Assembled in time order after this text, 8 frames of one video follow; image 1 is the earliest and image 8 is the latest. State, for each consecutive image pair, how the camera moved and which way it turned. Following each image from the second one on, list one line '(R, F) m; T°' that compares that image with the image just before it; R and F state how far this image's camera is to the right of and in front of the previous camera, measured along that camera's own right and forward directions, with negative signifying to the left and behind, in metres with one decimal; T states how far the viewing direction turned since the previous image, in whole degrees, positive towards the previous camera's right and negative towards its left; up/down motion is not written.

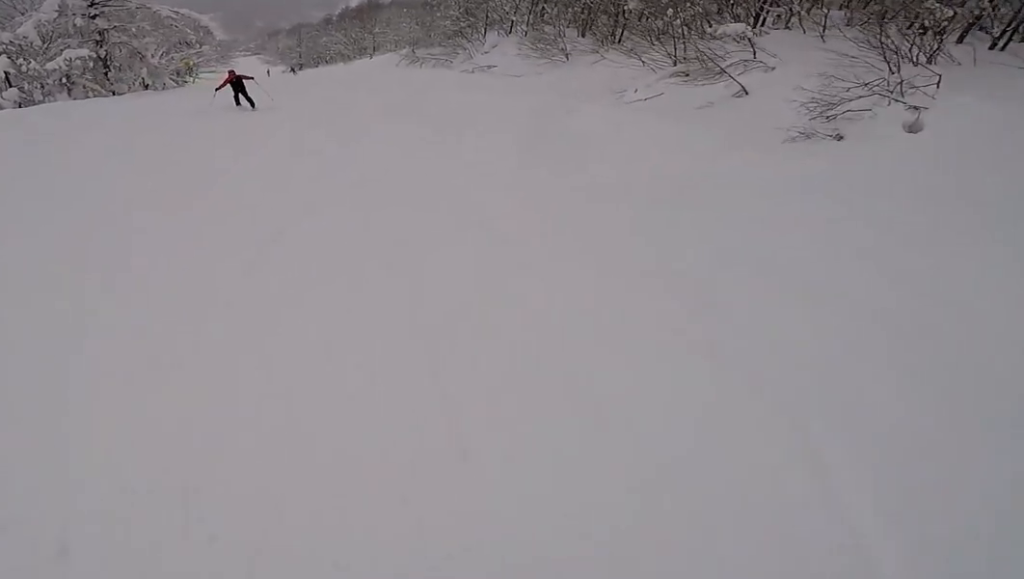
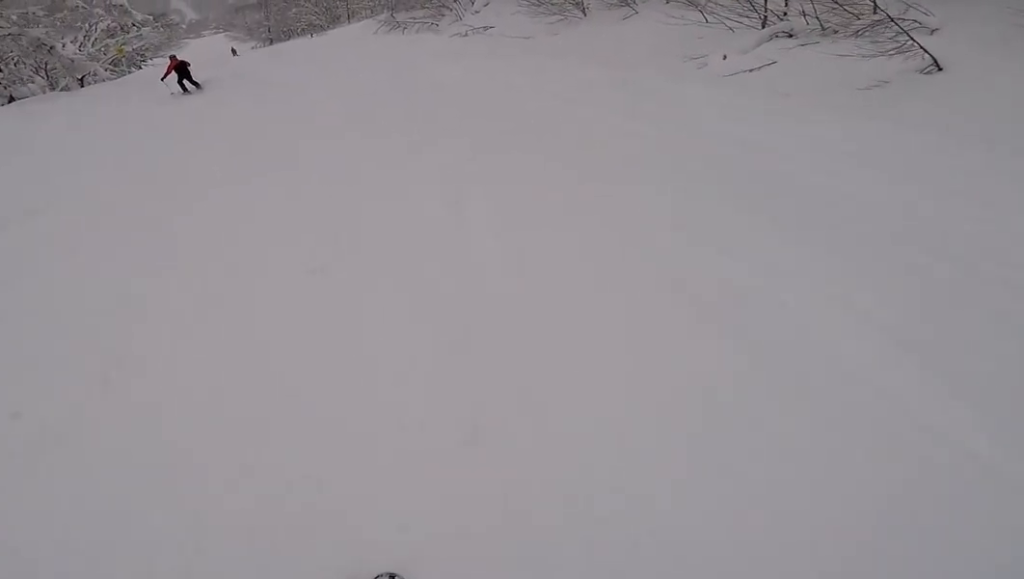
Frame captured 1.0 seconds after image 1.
(+0.1, +6.9) m; +5°
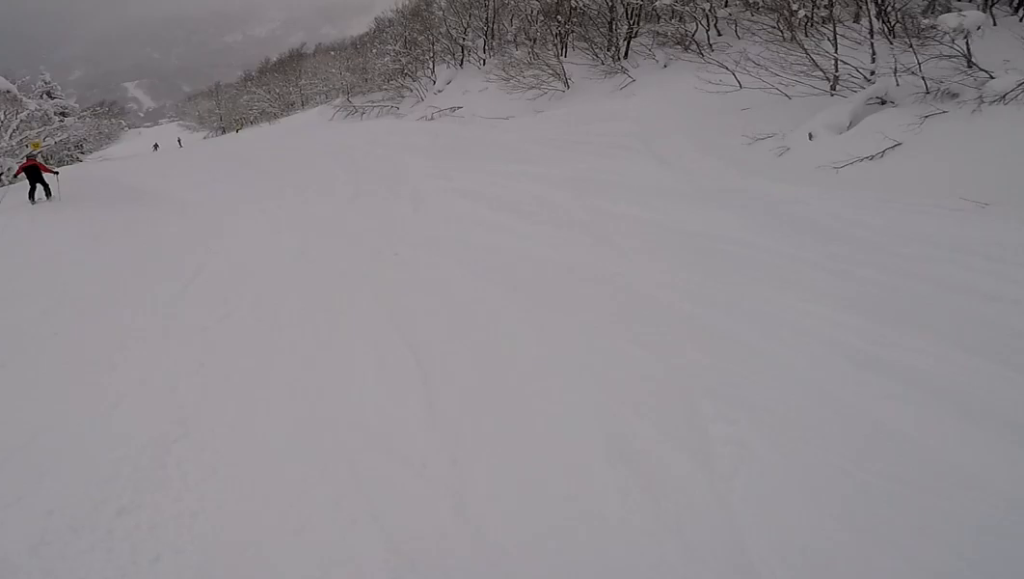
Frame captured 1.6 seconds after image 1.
(+0.1, +5.3) m; +5°
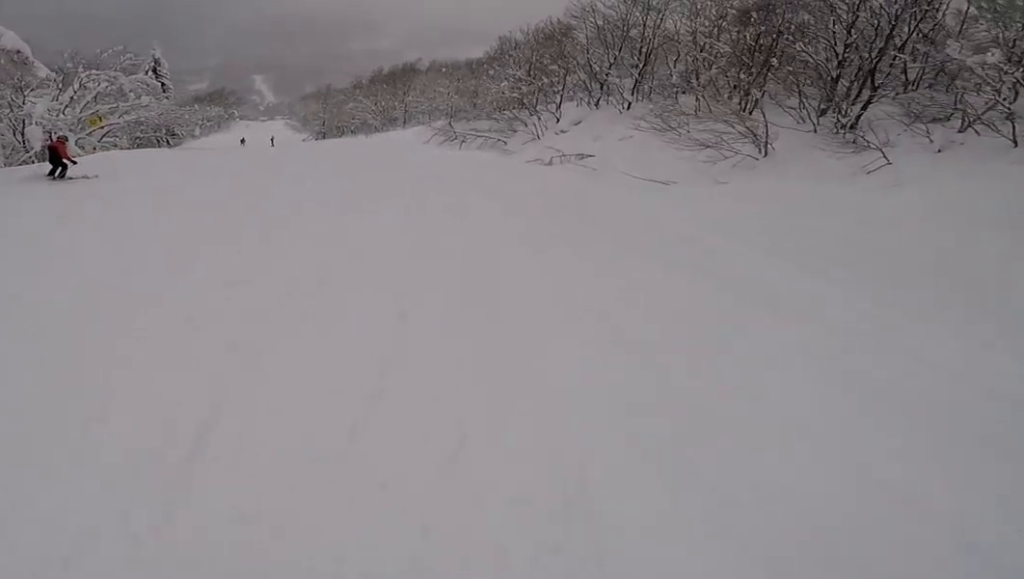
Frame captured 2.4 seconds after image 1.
(+0.5, +6.2) m; -4°
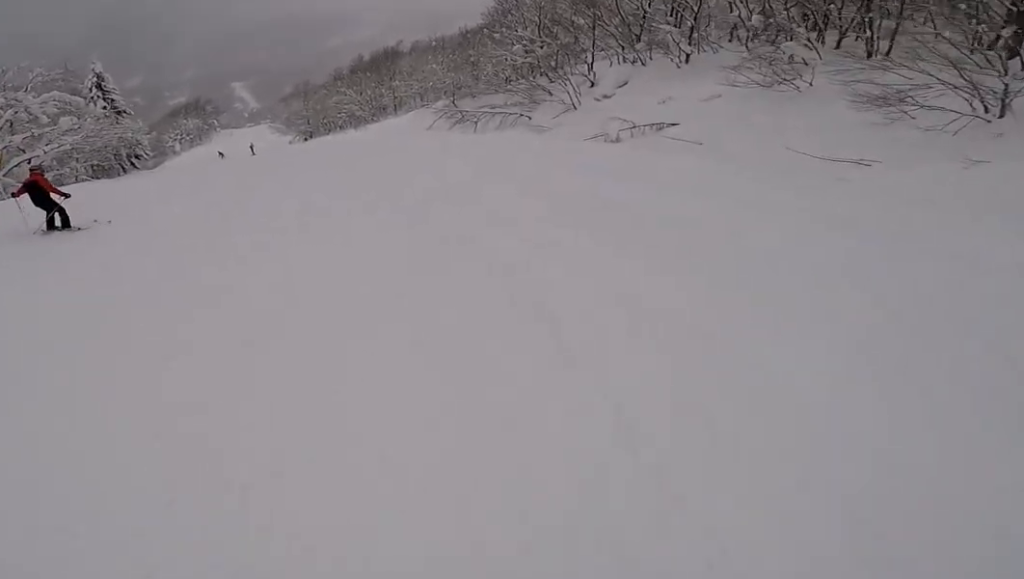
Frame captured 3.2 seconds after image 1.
(-0.5, +6.7) m; -7°
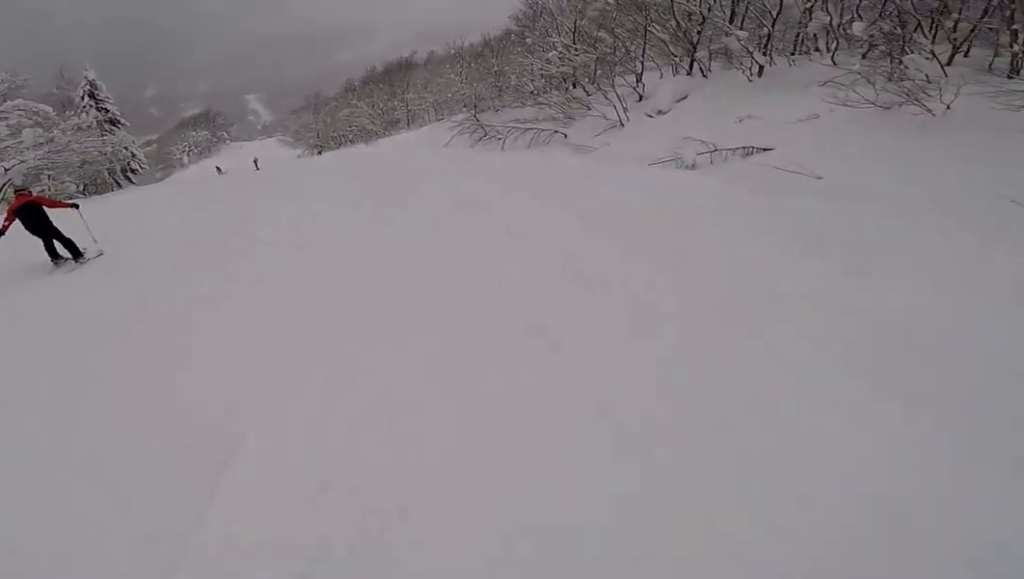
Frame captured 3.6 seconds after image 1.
(-0.6, +3.6) m; -4°
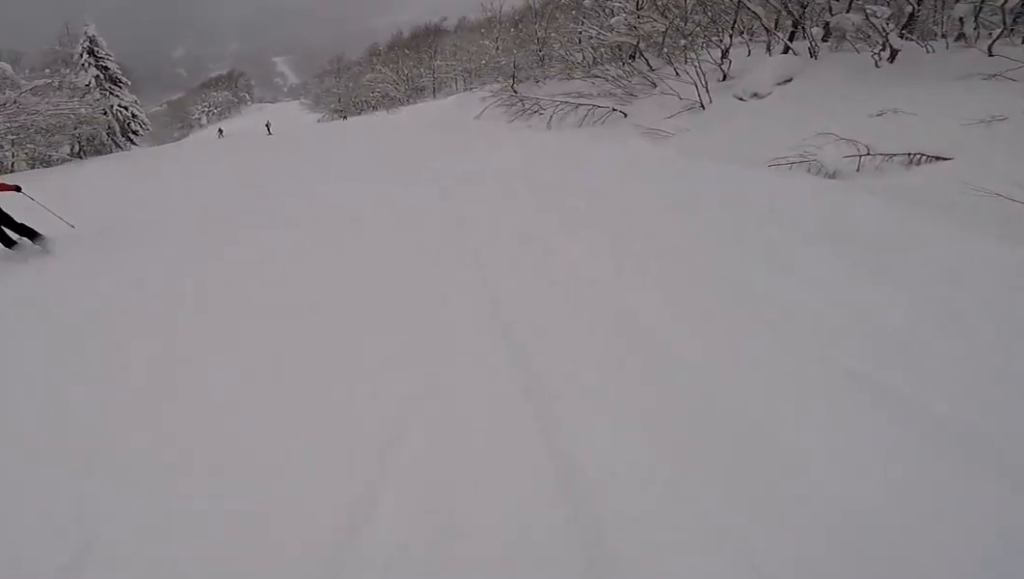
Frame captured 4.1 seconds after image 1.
(0.0, +4.2) m; -1°
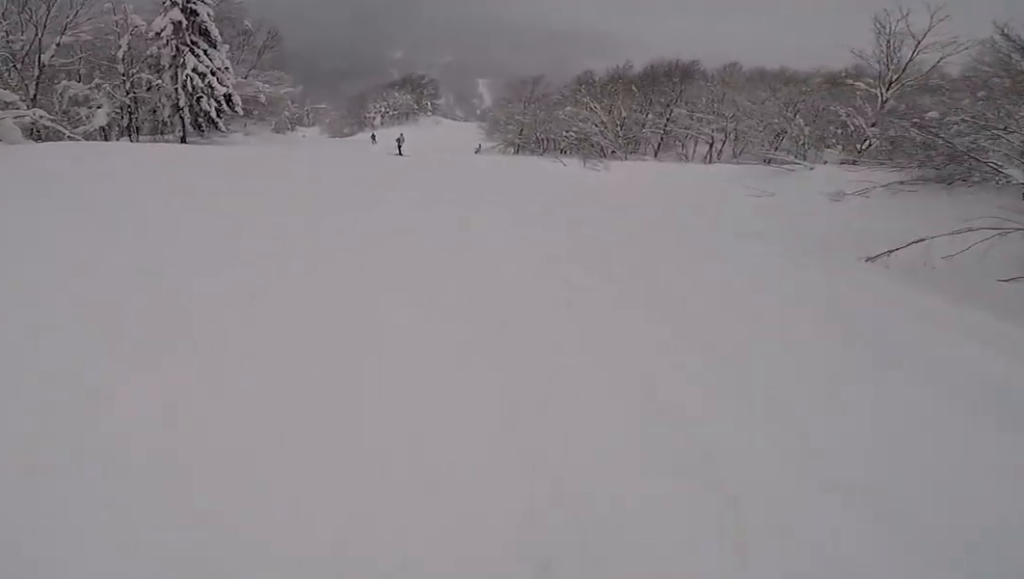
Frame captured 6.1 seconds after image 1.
(-1.5, +17.9) m; -16°
